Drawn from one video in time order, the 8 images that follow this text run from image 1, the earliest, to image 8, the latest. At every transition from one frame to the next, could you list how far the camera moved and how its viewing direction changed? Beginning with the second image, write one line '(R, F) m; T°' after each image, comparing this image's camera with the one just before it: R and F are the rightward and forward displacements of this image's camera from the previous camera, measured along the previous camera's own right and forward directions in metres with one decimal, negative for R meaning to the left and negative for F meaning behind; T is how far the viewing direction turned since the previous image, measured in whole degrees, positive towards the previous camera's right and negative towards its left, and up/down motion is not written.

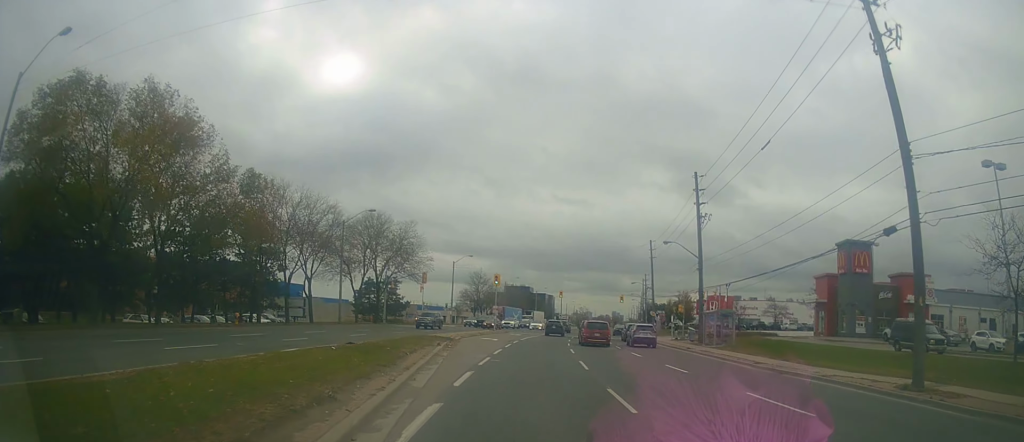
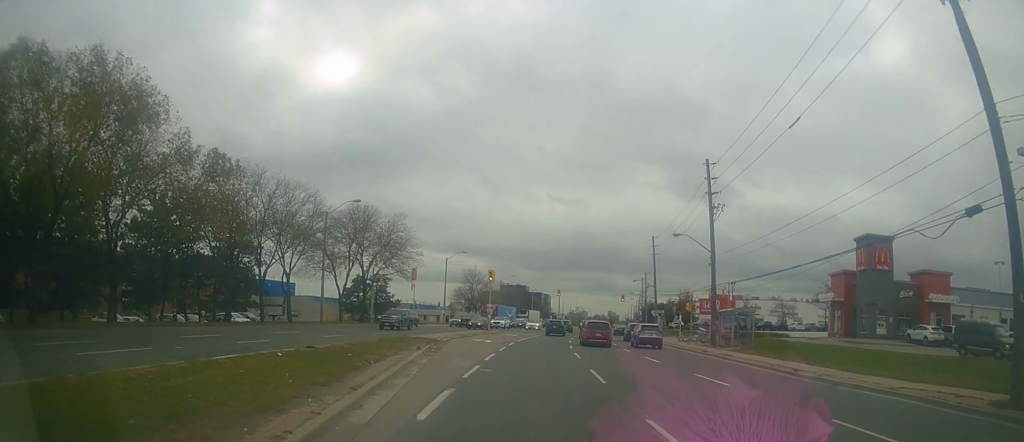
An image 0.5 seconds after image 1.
(0.0, +4.3) m; 0°
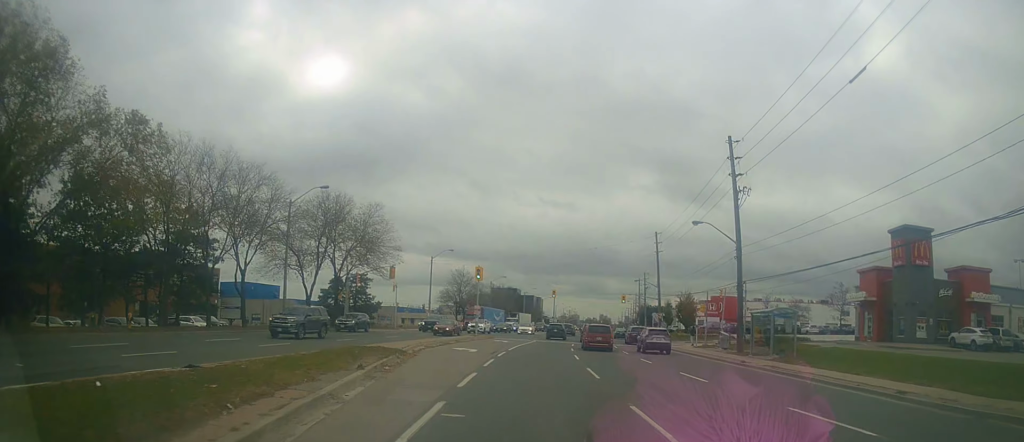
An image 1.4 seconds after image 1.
(0.0, +6.6) m; +2°
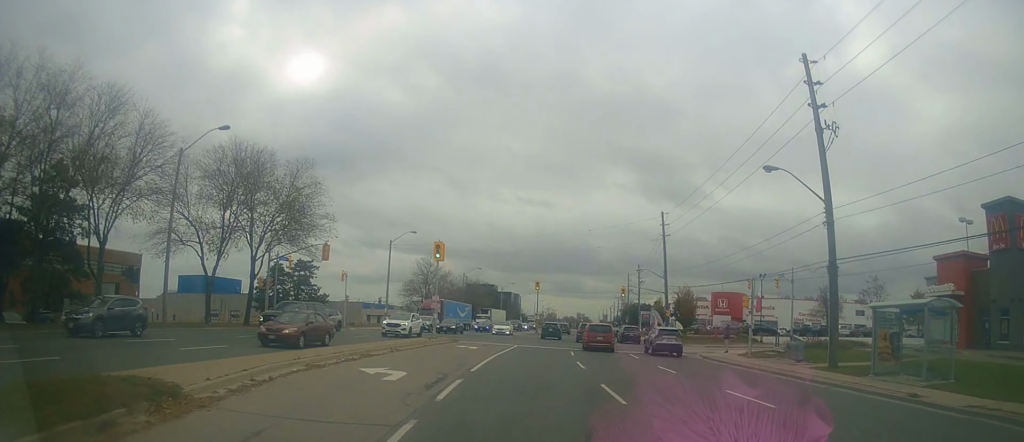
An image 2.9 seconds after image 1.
(+0.5, +12.8) m; +3°
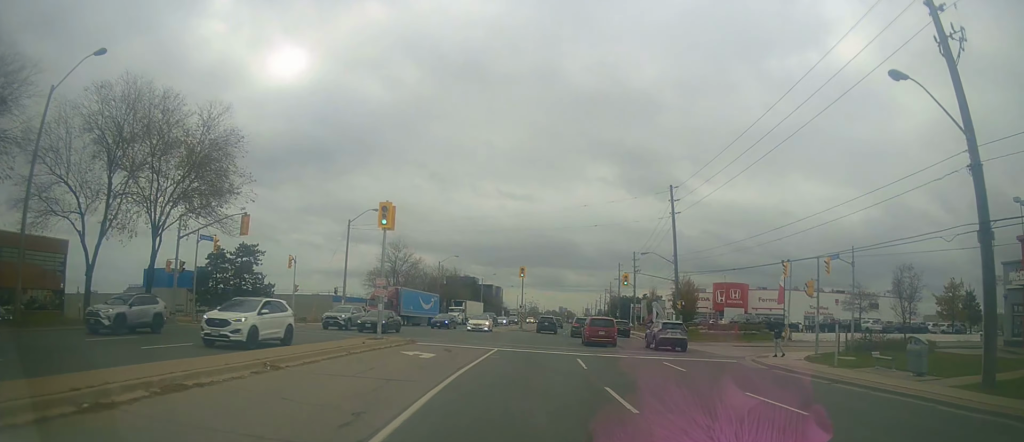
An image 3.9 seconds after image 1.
(-0.1, +10.1) m; 0°
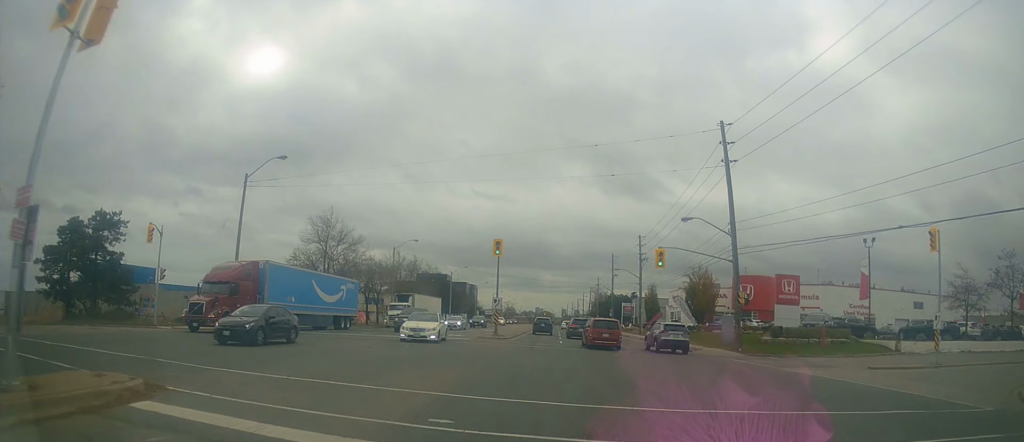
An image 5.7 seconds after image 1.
(+0.6, +19.1) m; +5°
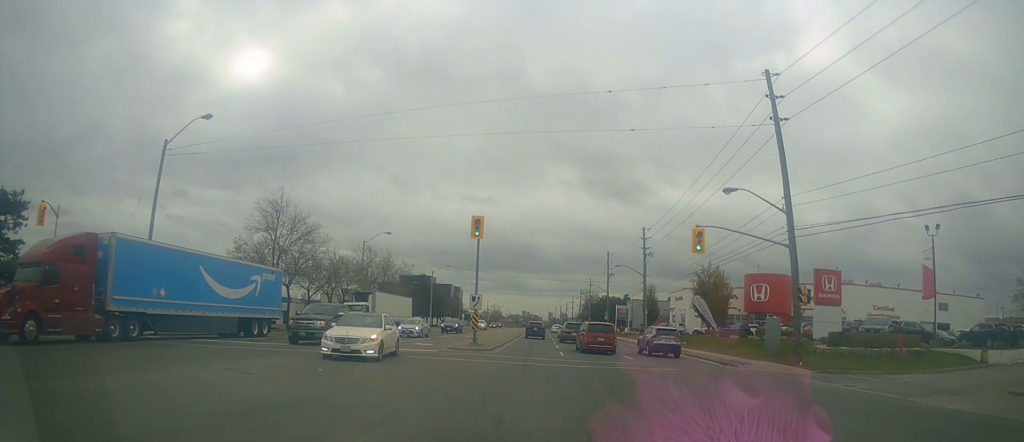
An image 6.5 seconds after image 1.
(+0.3, +9.3) m; +2°
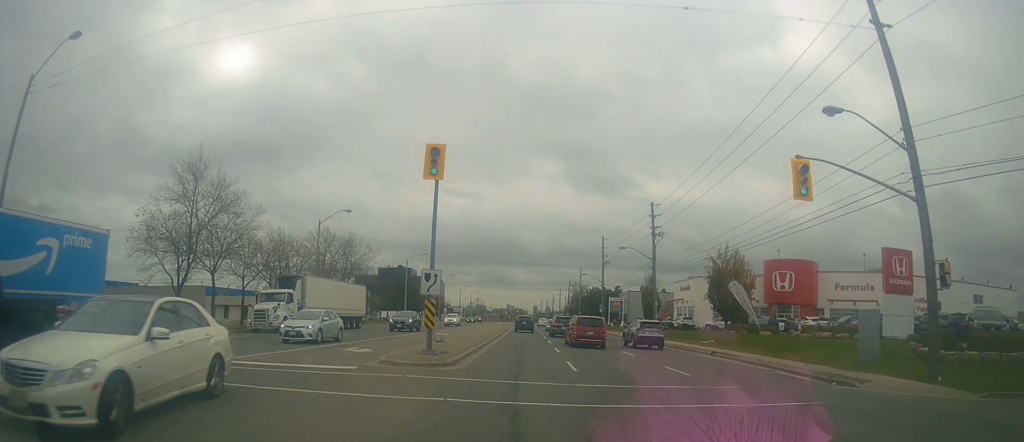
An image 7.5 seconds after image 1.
(0.0, +11.0) m; -2°
